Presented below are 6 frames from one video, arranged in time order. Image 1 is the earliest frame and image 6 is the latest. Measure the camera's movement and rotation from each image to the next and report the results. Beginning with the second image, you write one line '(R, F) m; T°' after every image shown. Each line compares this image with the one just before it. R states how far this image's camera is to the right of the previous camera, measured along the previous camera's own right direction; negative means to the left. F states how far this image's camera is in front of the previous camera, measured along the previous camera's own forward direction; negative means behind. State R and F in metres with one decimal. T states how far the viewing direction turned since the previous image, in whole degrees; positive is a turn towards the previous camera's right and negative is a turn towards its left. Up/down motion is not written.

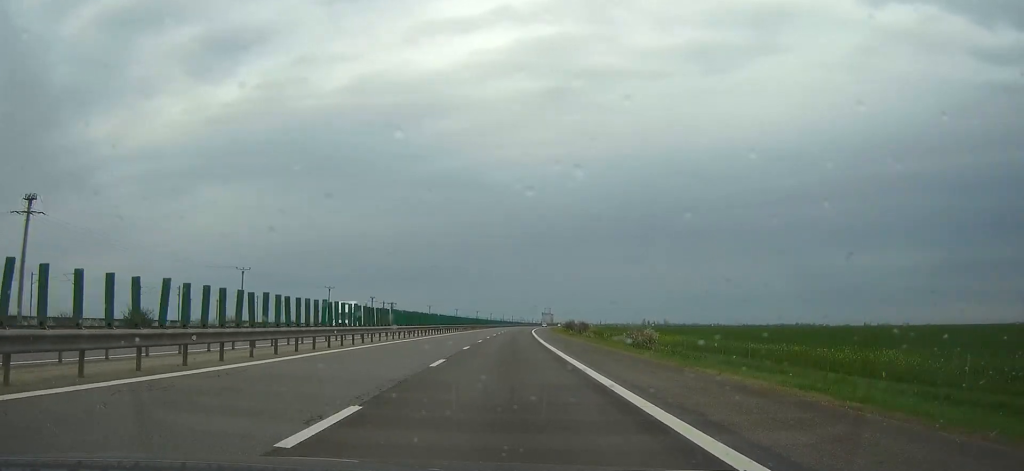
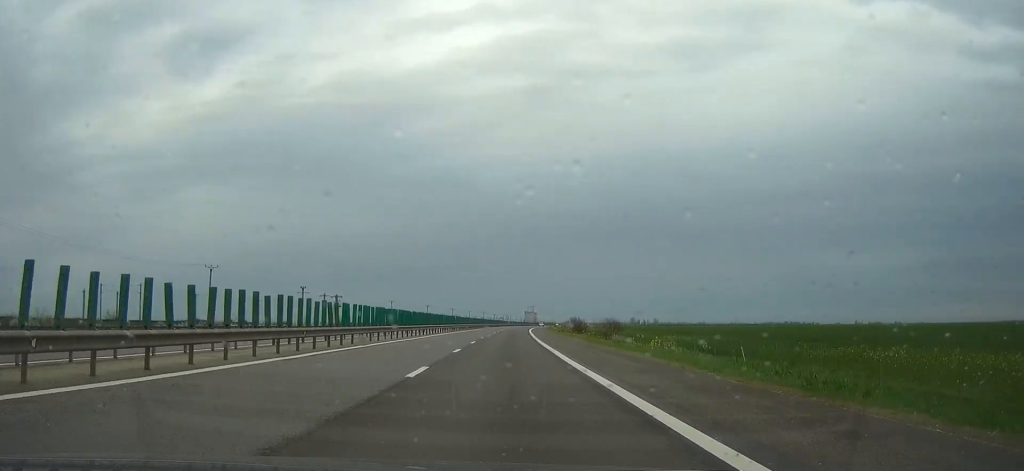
(0.0, +73.3) m; 0°
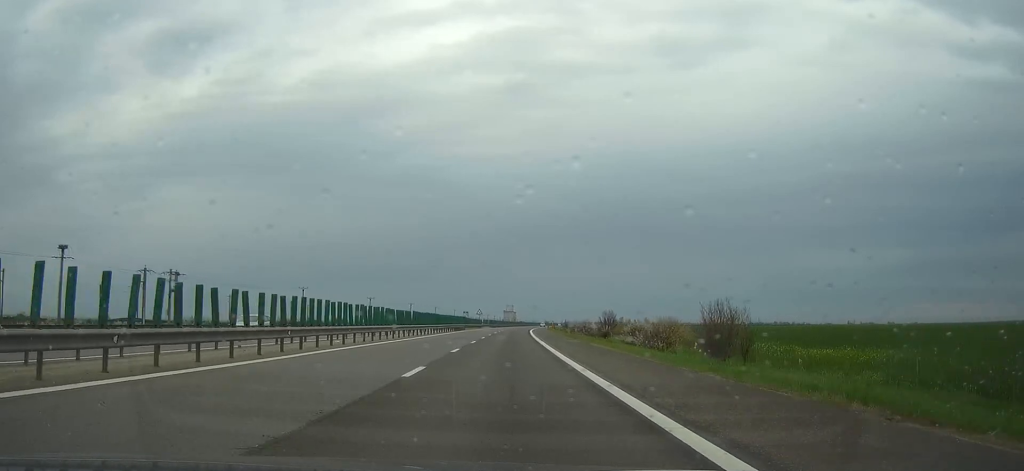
(+2.1, +105.6) m; +3°
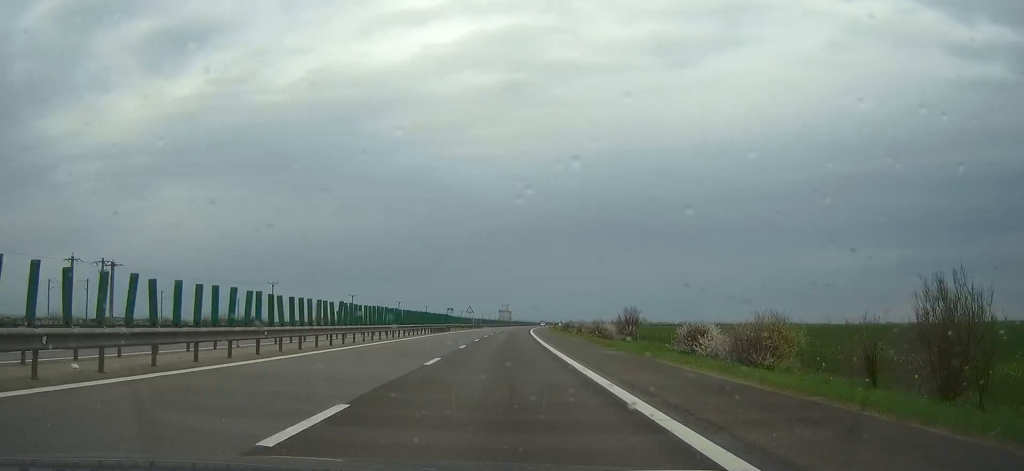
(+0.1, +20.6) m; 0°
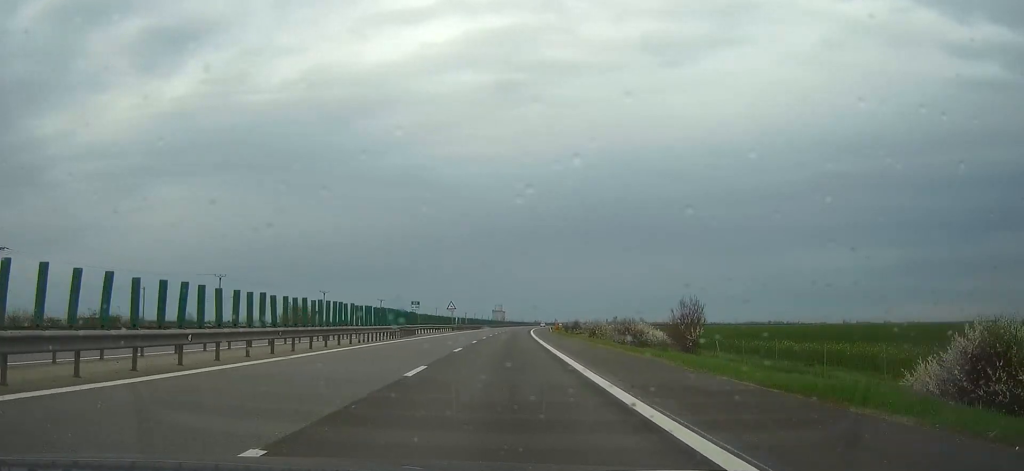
(+0.1, +27.2) m; +1°
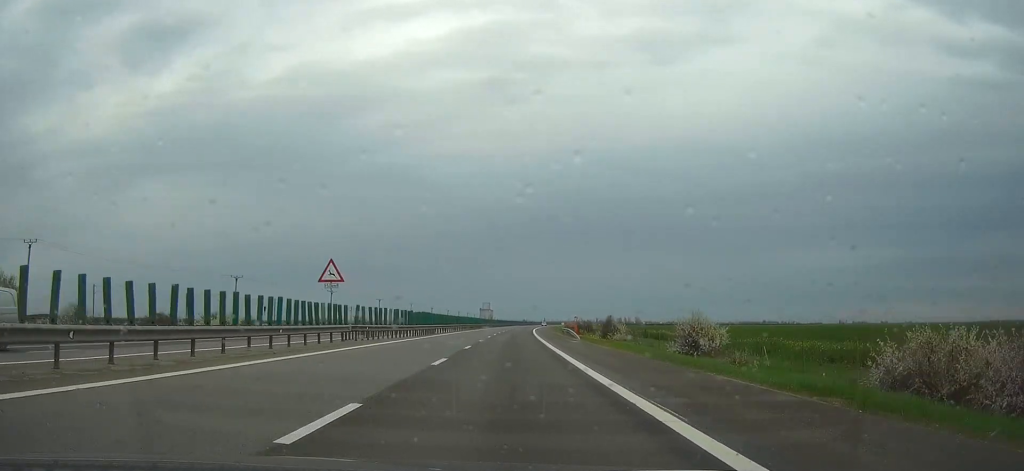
(+0.7, +56.0) m; +1°
